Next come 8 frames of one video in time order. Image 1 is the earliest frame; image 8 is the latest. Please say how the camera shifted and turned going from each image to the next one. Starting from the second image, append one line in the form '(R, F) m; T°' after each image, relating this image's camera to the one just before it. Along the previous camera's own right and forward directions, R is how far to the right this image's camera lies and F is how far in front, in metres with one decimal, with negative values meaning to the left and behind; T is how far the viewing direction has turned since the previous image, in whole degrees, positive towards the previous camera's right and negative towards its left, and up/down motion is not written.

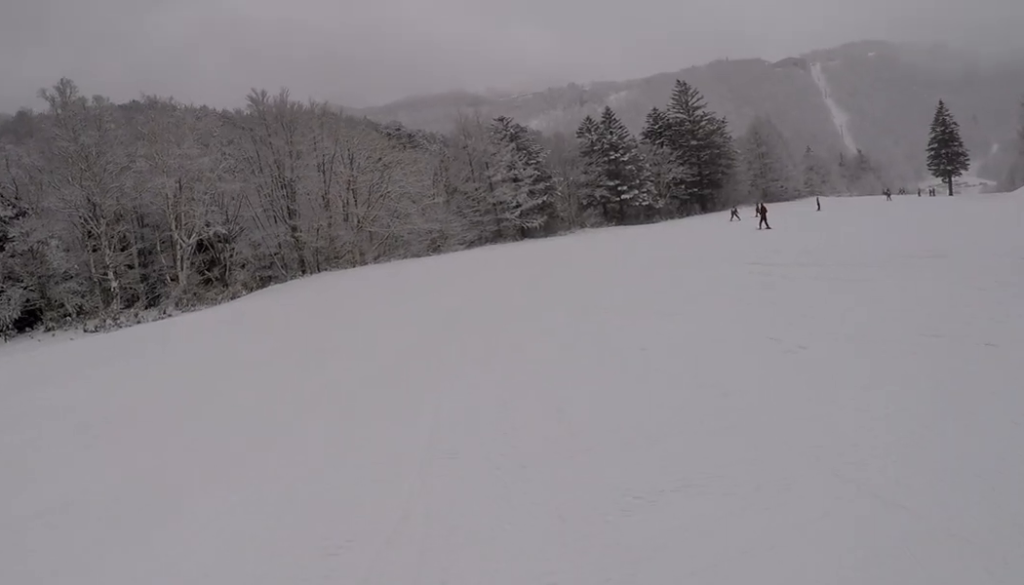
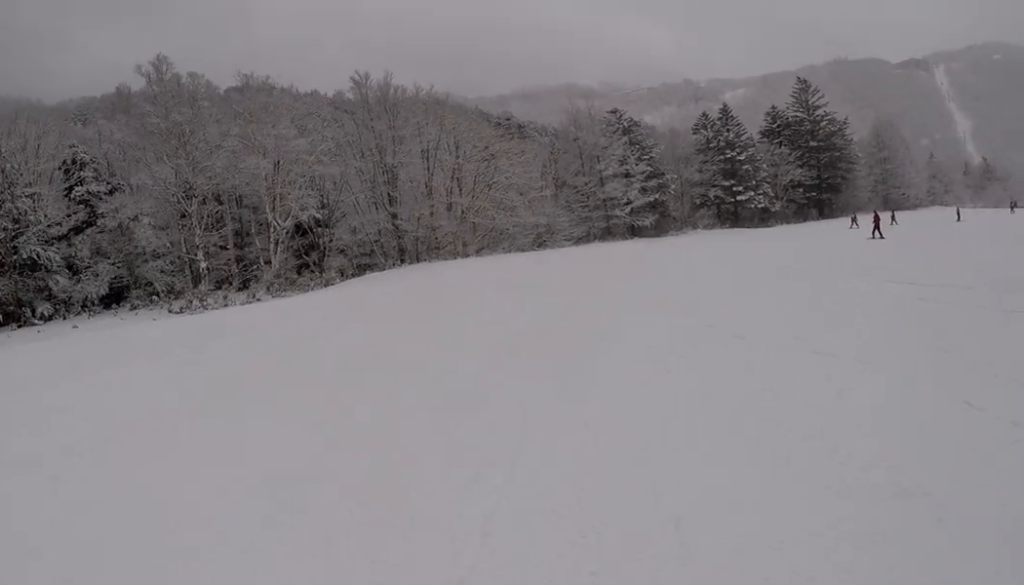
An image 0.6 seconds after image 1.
(-0.3, +2.1) m; -10°
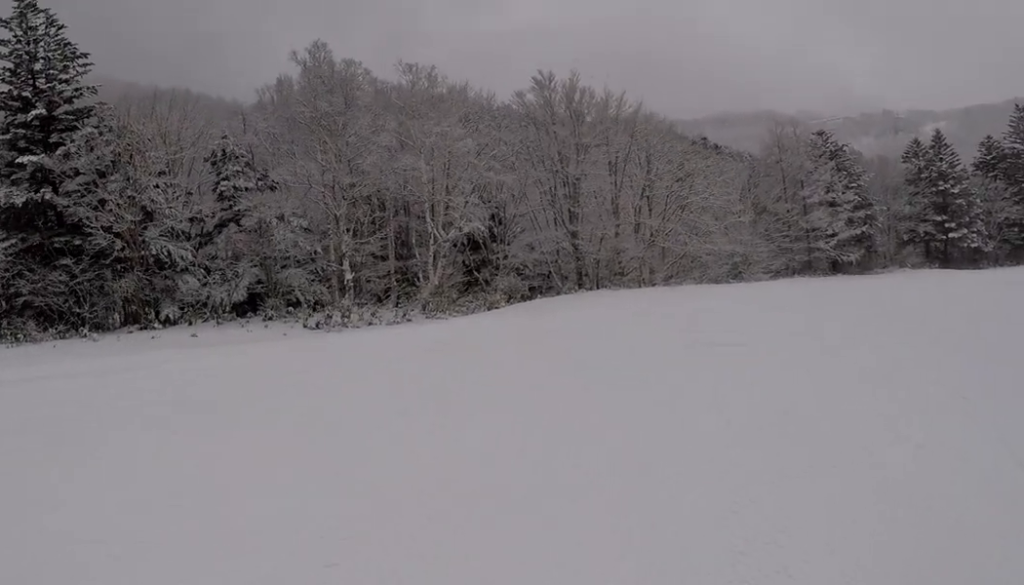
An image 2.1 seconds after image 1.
(-1.8, +5.8) m; -19°
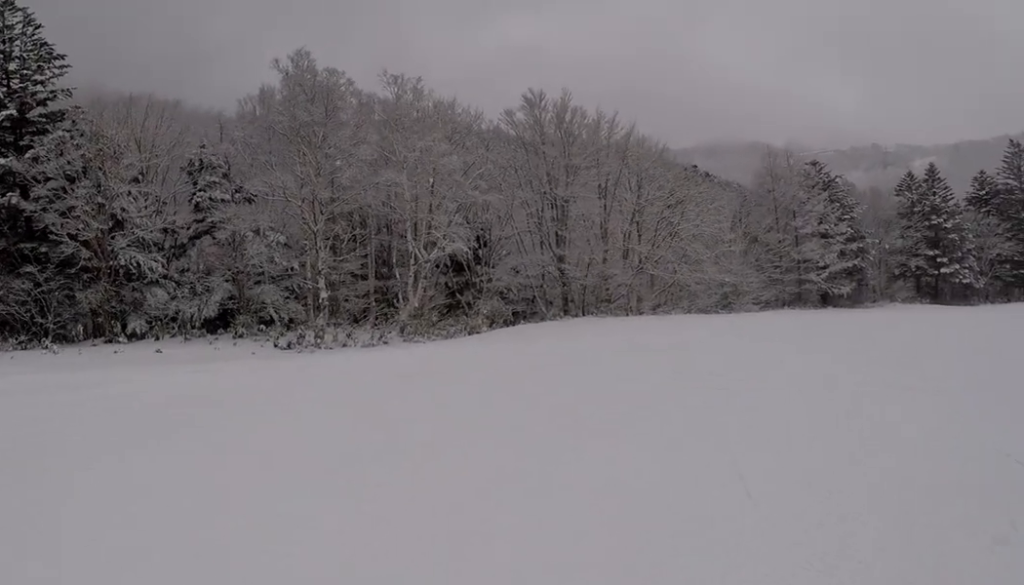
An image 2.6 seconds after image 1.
(0.0, +1.8) m; 0°
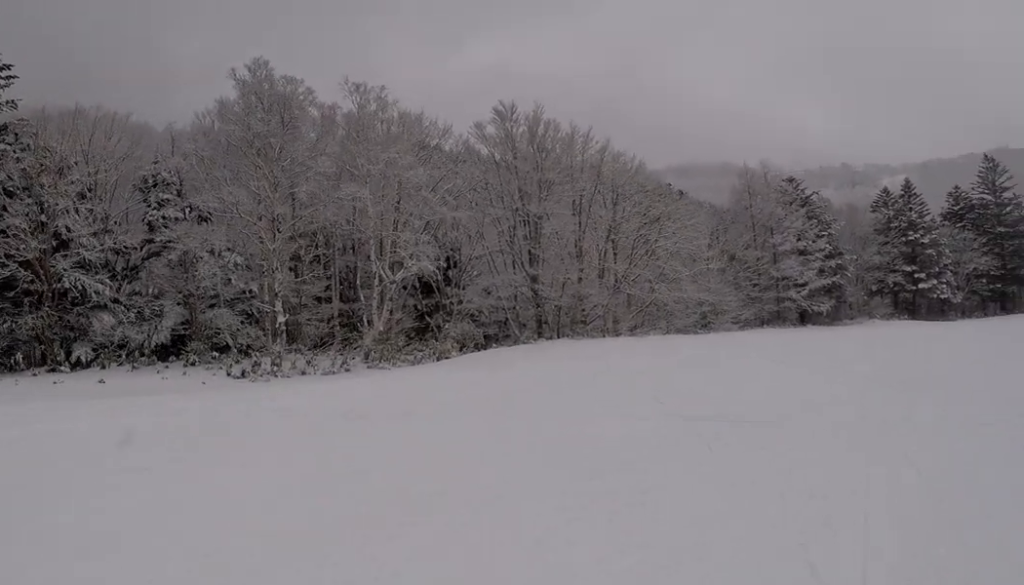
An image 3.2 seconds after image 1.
(0.0, +2.5) m; 0°
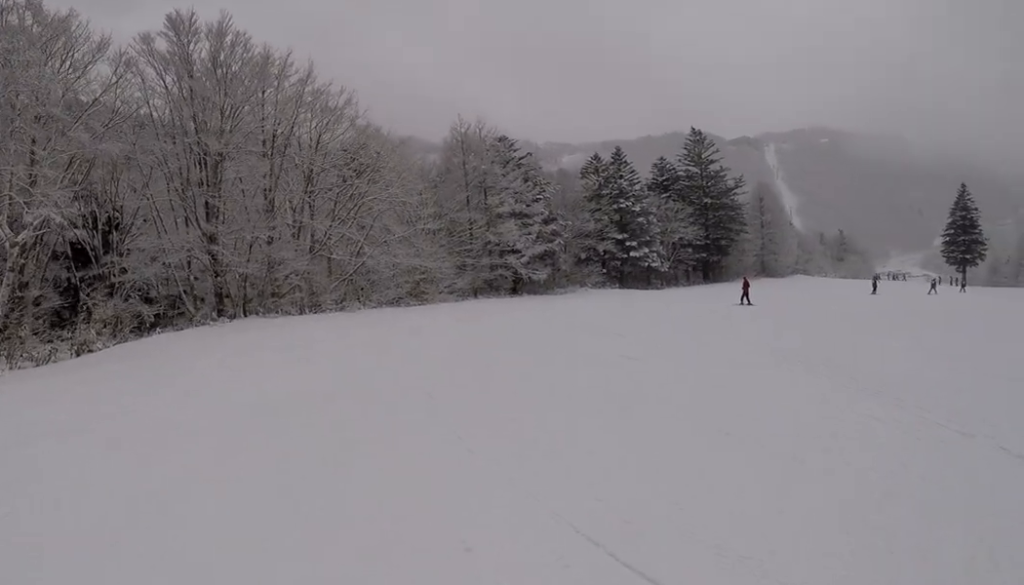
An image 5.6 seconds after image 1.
(+0.6, +10.2) m; +18°
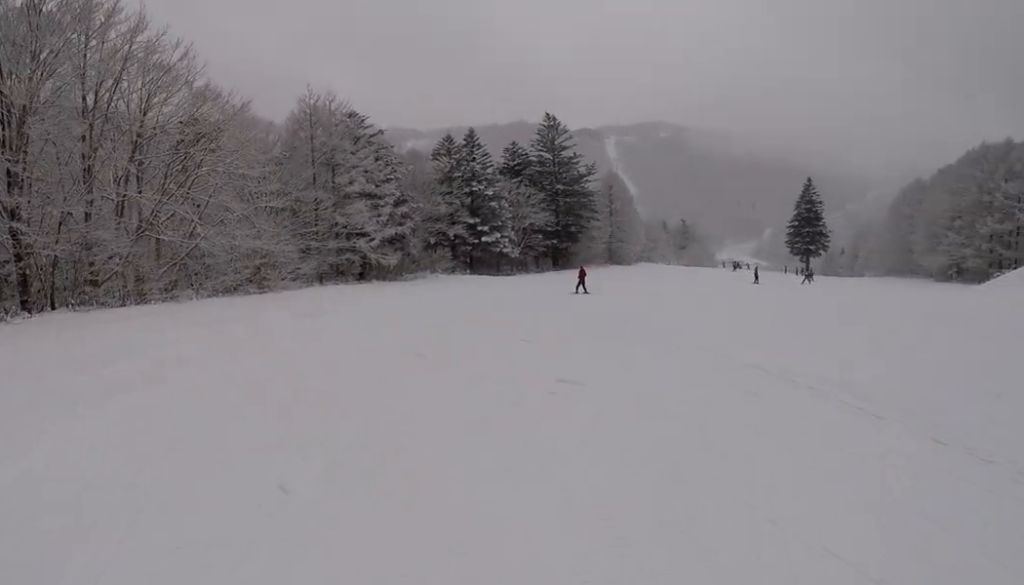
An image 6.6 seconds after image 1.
(+0.9, +4.6) m; +20°
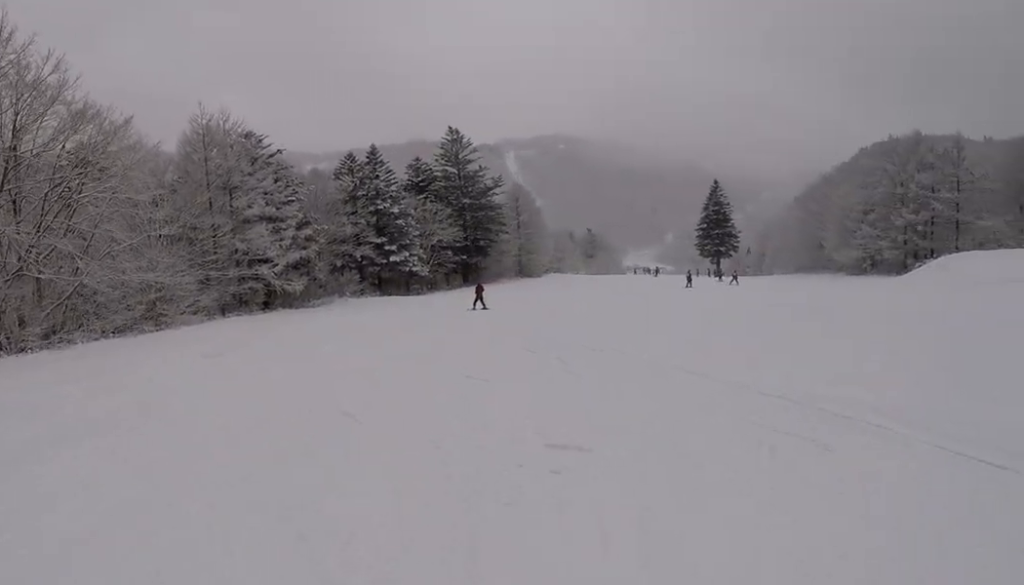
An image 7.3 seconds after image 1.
(+0.4, +3.0) m; +10°
